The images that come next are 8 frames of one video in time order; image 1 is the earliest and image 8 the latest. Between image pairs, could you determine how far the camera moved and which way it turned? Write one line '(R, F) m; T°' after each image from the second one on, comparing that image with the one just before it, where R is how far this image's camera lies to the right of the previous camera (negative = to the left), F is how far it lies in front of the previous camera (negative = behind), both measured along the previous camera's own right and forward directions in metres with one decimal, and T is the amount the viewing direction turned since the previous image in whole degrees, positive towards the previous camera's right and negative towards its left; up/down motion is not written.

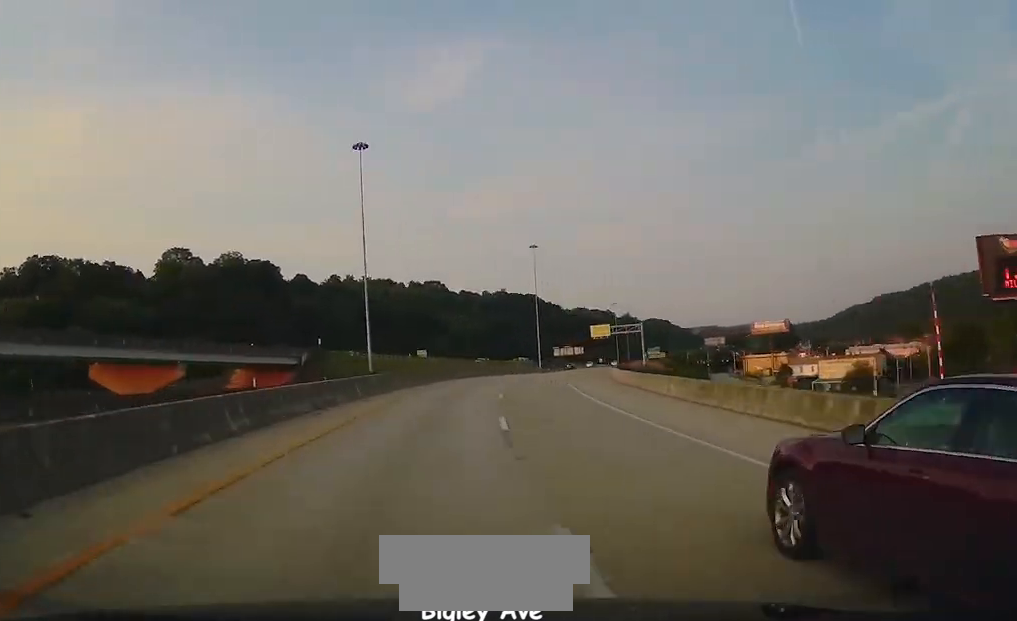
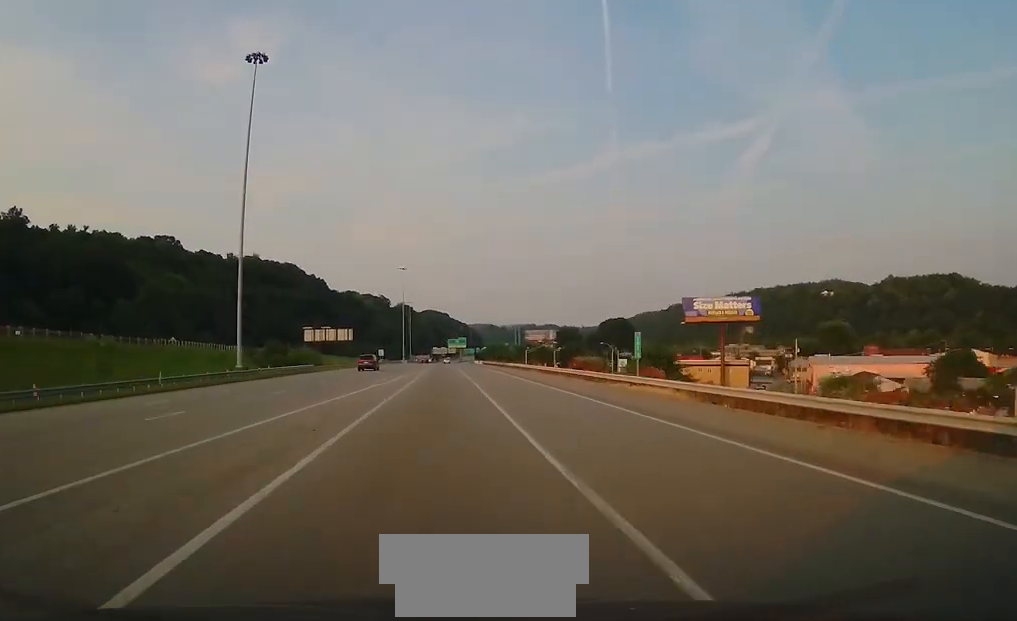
(+20.1, +136.9) m; +10°
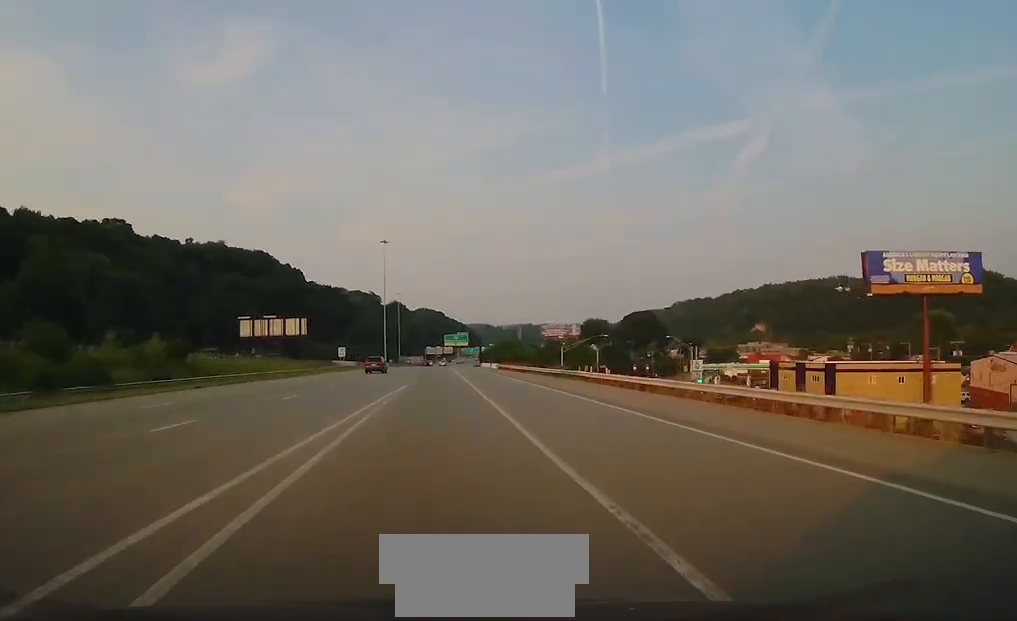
(+0.4, +67.0) m; 0°
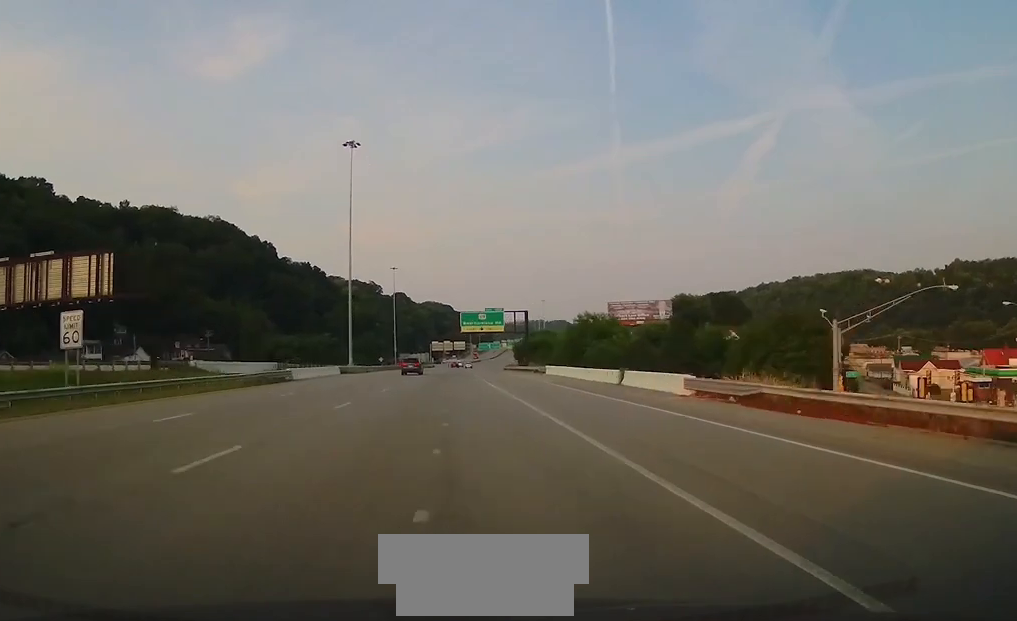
(+0.4, +91.8) m; +1°
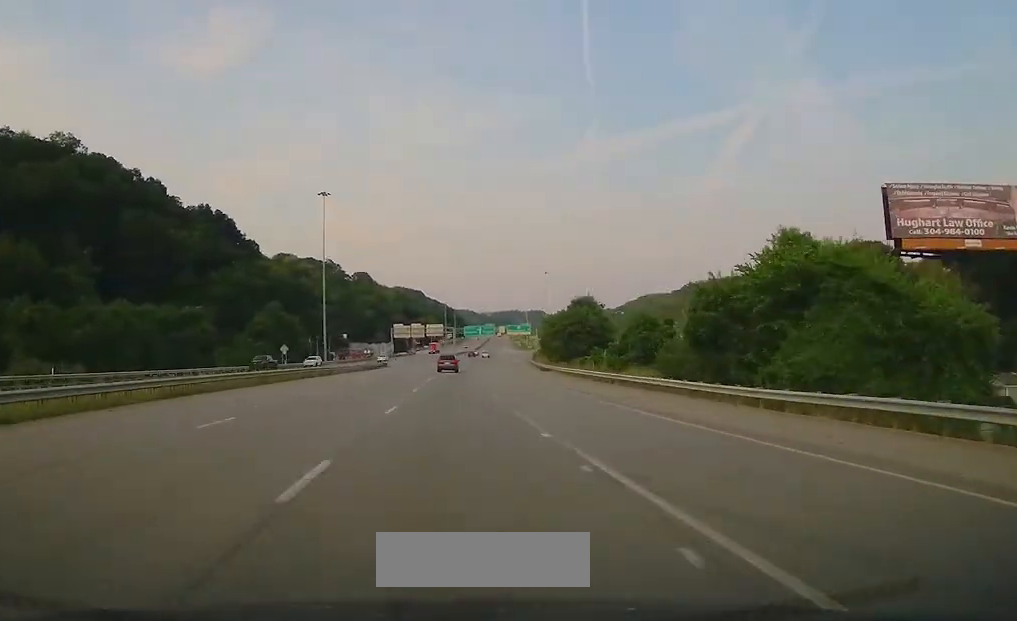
(+1.2, +112.2) m; +2°
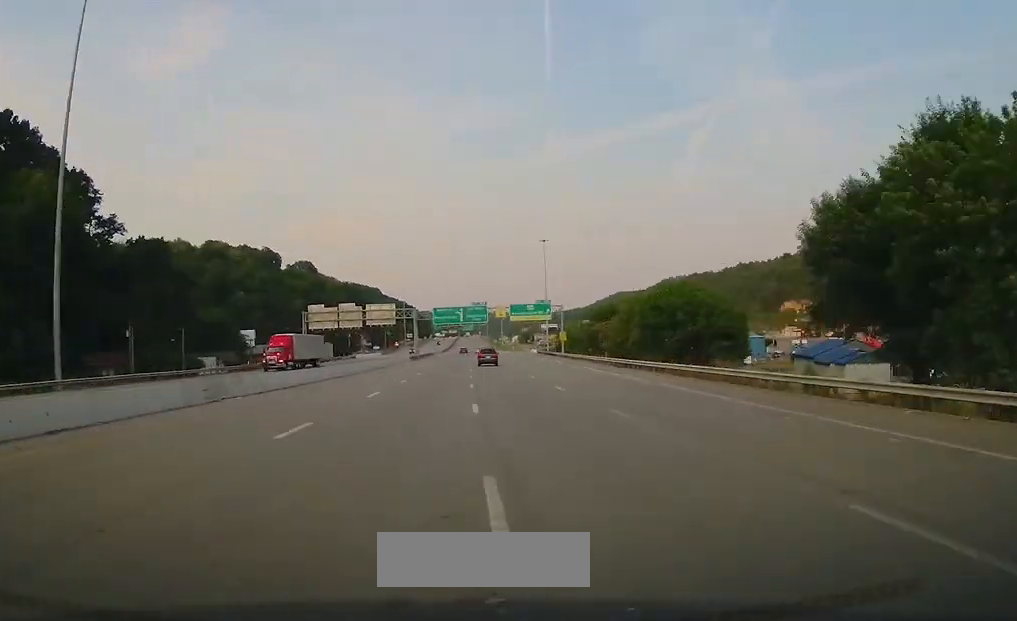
(+2.8, +99.6) m; +2°
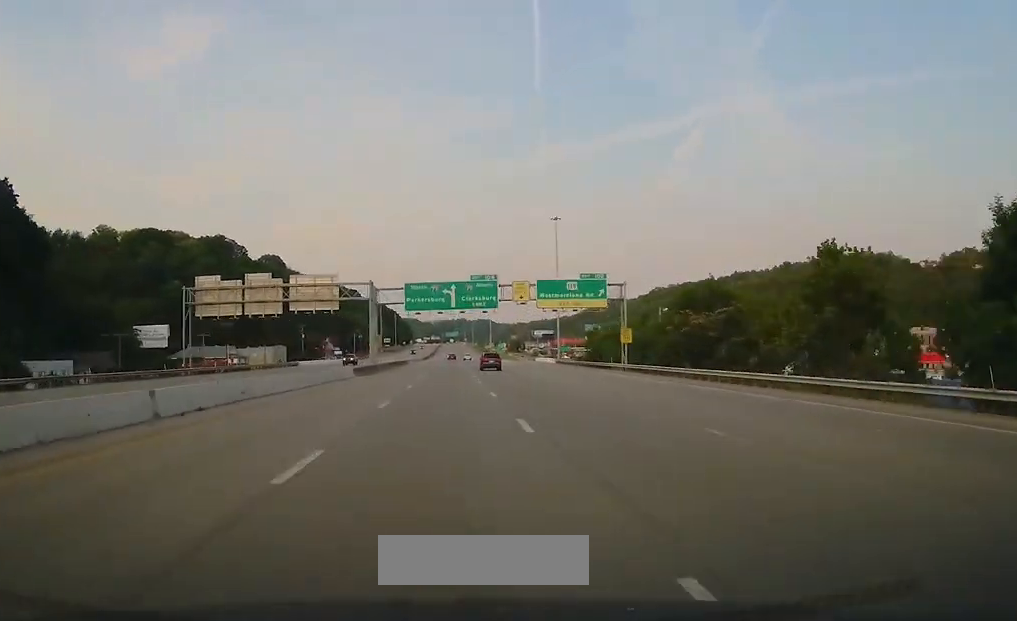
(+0.7, +54.0) m; +1°
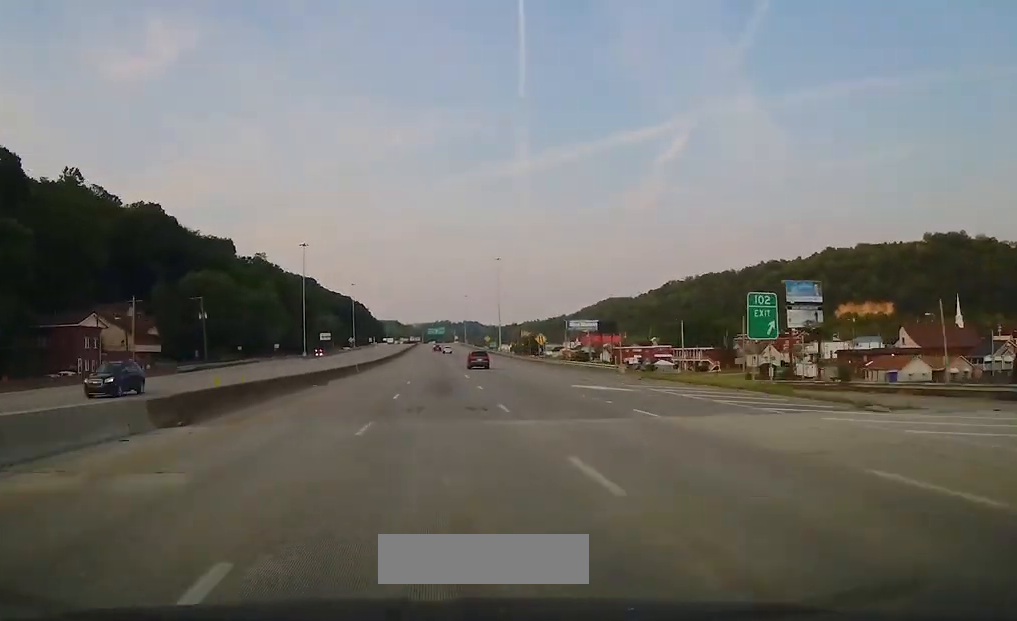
(+3.1, +184.3) m; +1°
